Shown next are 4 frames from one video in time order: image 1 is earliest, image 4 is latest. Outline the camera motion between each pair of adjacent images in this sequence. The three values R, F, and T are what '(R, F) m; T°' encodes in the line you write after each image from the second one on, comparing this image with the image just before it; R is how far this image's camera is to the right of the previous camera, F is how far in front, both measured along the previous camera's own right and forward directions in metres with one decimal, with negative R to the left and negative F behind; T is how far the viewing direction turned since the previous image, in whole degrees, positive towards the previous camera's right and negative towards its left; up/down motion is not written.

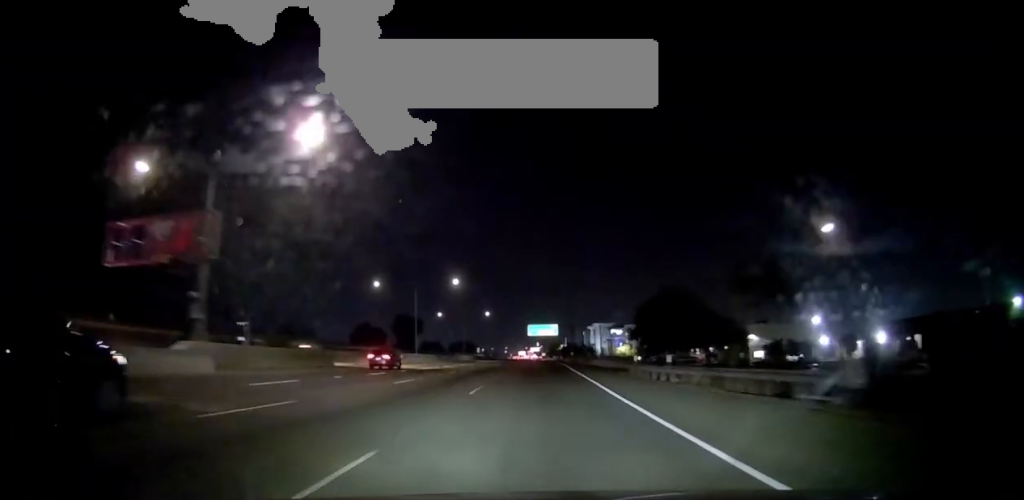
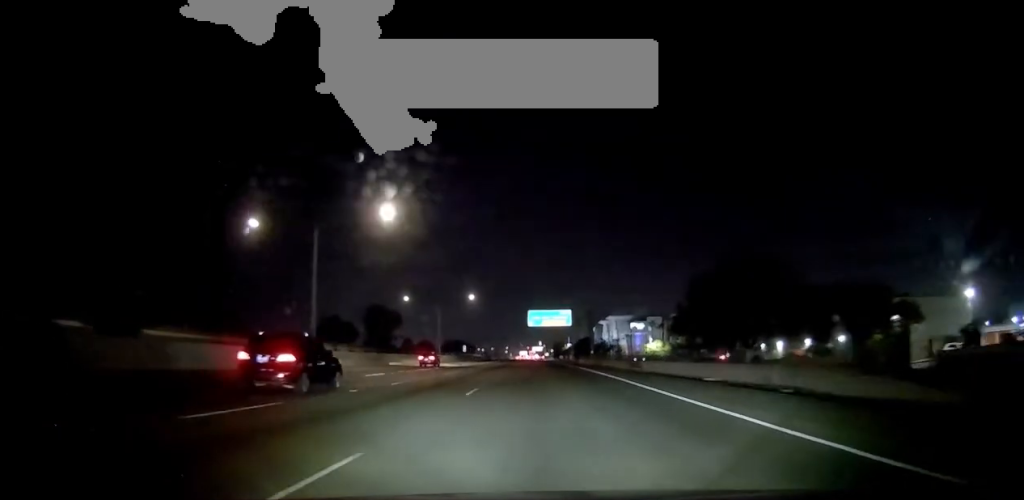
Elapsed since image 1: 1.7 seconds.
(-0.6, +43.9) m; 0°
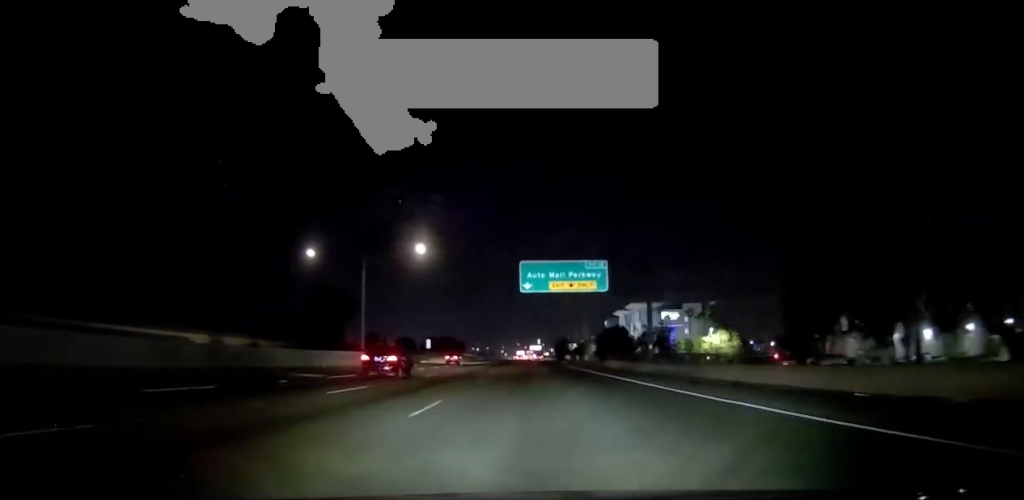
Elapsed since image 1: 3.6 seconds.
(+0.6, +49.9) m; 0°
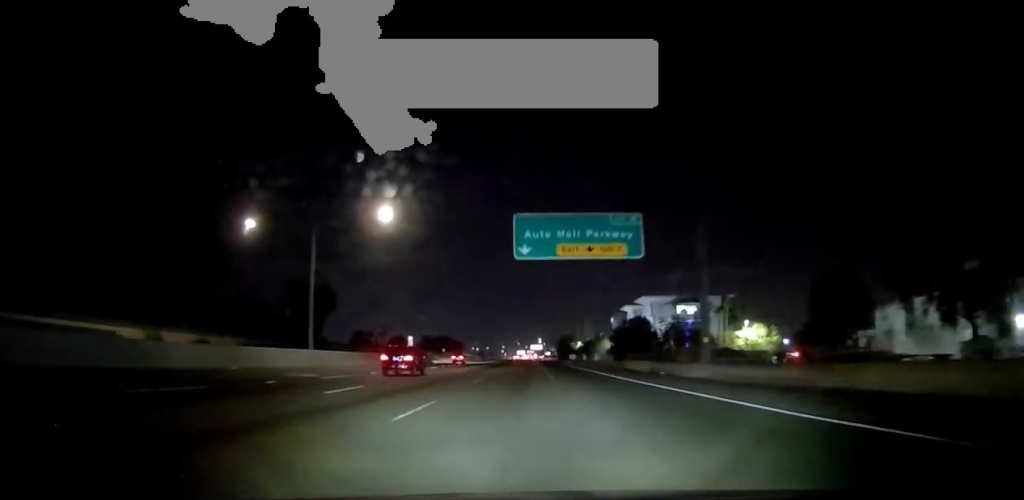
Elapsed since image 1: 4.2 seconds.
(-0.3, +15.5) m; 0°
